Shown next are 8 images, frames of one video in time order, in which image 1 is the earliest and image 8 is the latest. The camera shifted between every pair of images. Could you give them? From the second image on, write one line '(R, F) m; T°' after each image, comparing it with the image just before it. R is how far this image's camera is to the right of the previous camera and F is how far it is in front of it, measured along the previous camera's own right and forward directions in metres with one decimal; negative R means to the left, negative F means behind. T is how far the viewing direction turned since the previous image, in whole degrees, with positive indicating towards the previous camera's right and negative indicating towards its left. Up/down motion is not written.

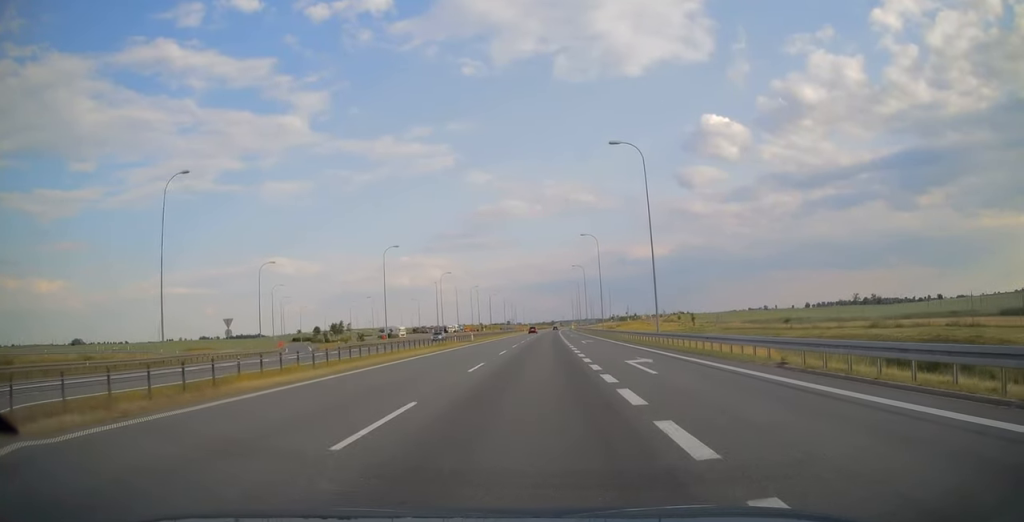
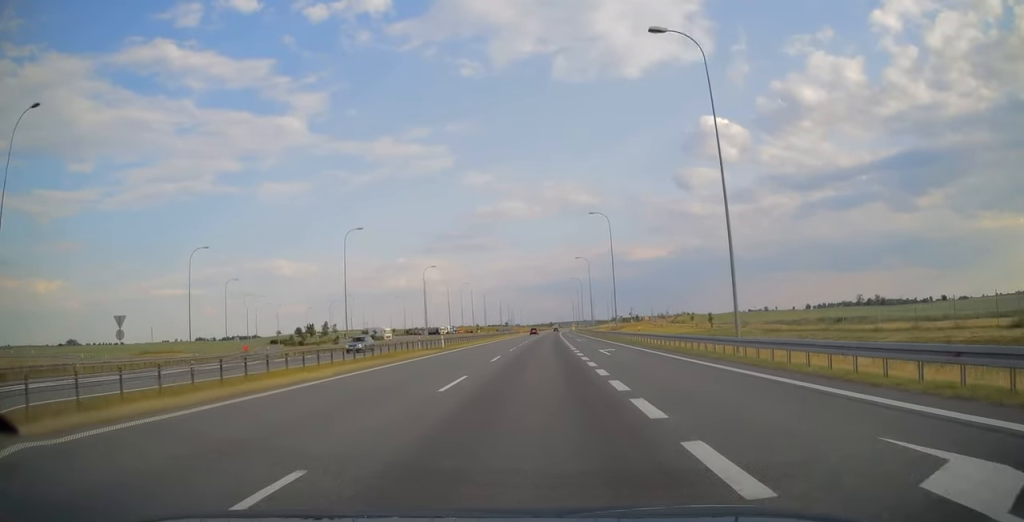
(0.0, +17.5) m; 0°
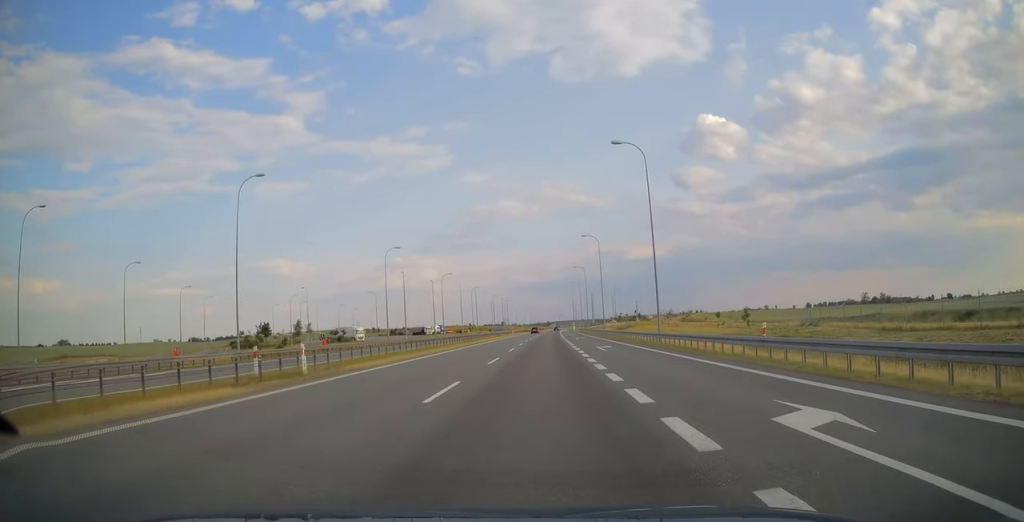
(0.0, +26.2) m; 0°
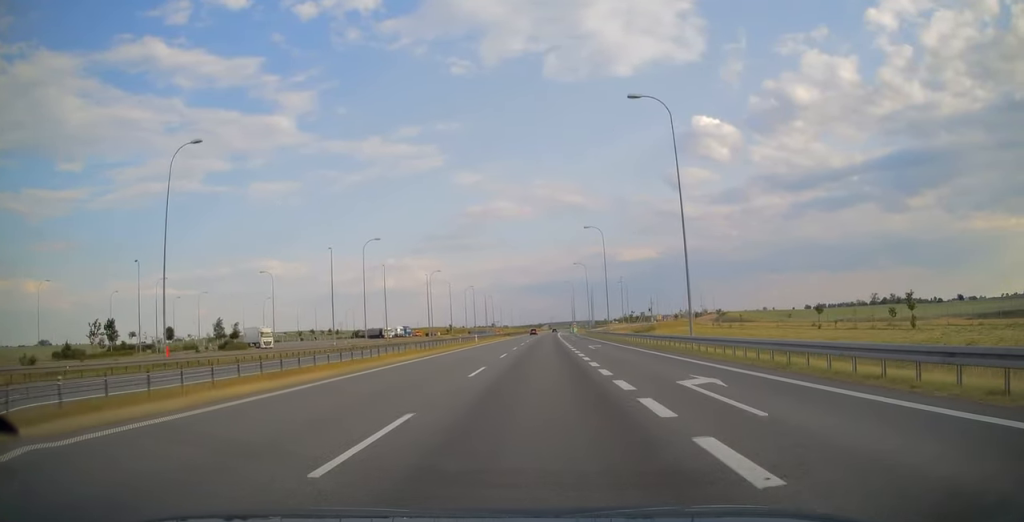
(+0.3, +53.5) m; +1°
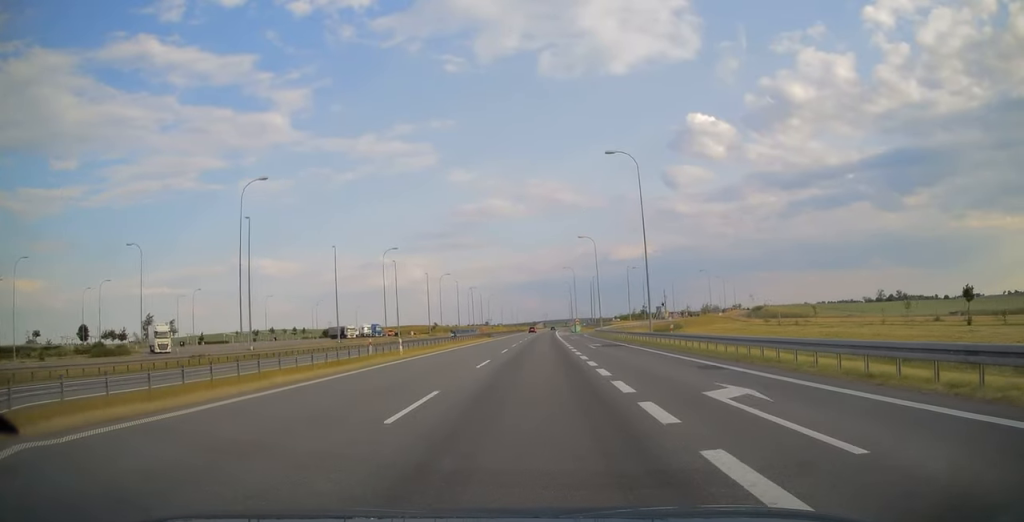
(+0.1, +32.8) m; 0°
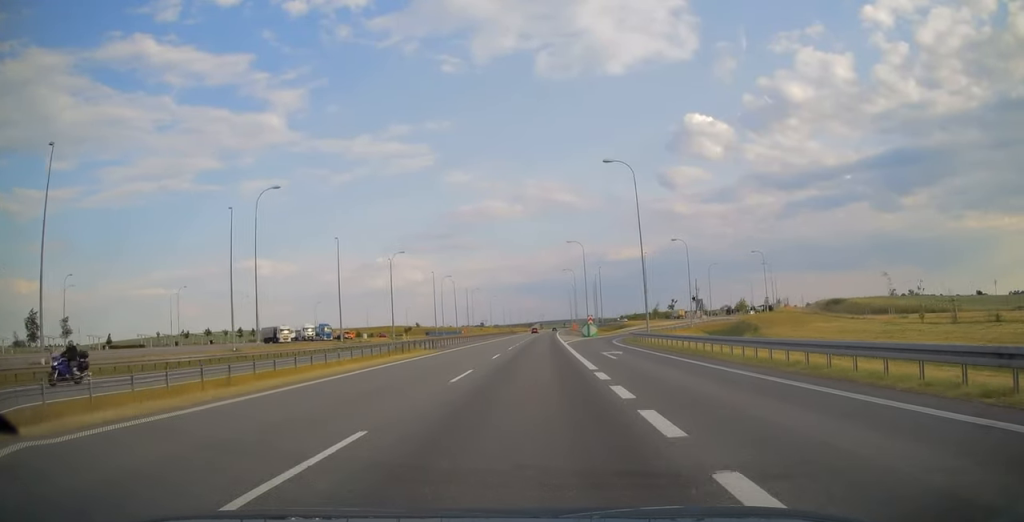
(+0.2, +41.0) m; +1°
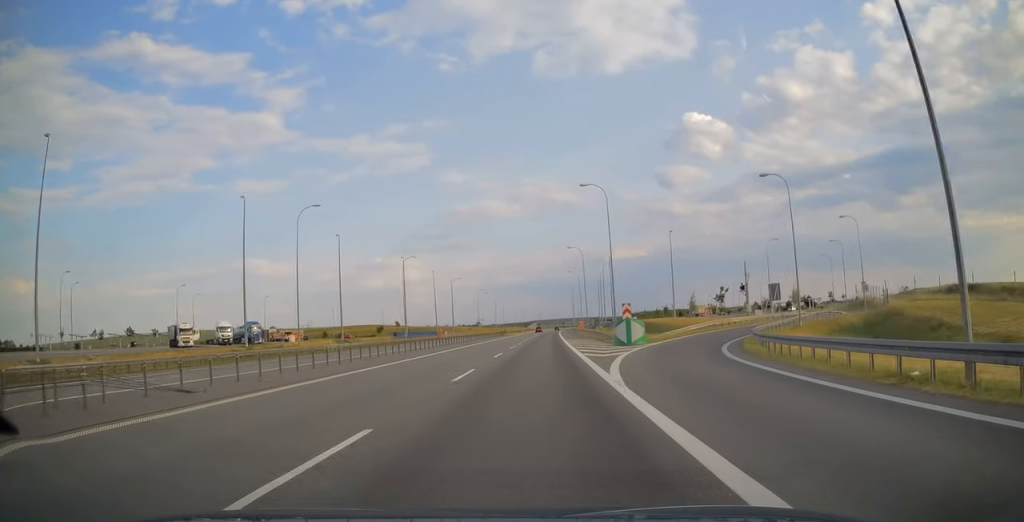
(+0.1, +36.1) m; 0°
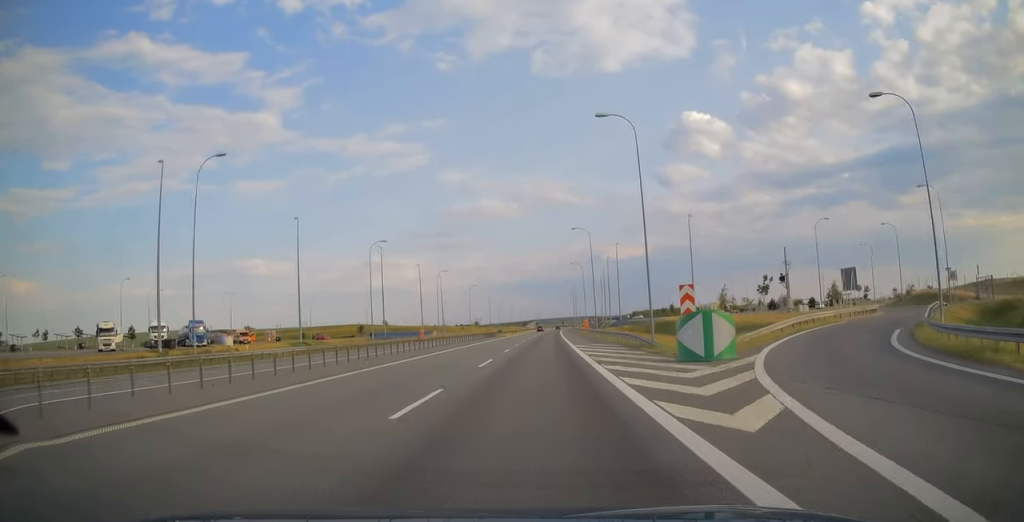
(0.0, +18.6) m; 0°
